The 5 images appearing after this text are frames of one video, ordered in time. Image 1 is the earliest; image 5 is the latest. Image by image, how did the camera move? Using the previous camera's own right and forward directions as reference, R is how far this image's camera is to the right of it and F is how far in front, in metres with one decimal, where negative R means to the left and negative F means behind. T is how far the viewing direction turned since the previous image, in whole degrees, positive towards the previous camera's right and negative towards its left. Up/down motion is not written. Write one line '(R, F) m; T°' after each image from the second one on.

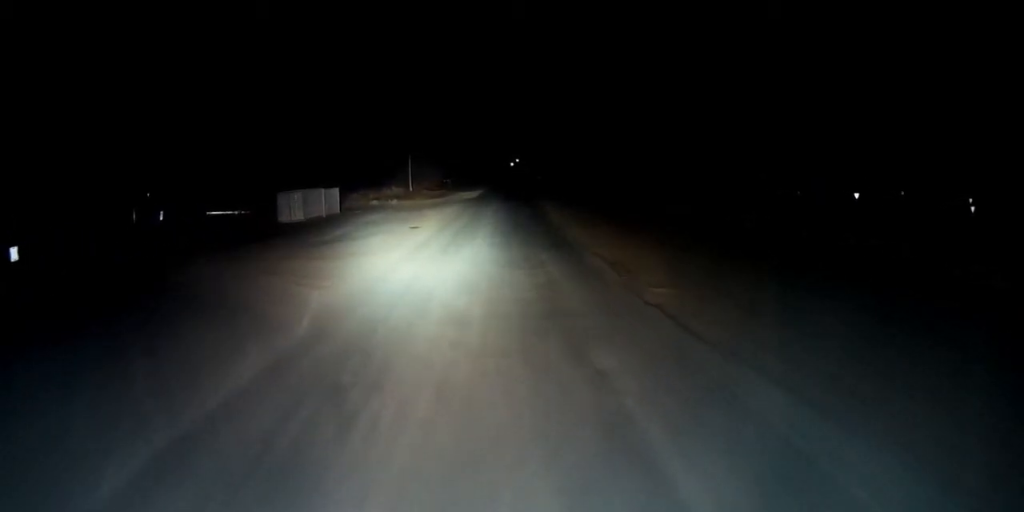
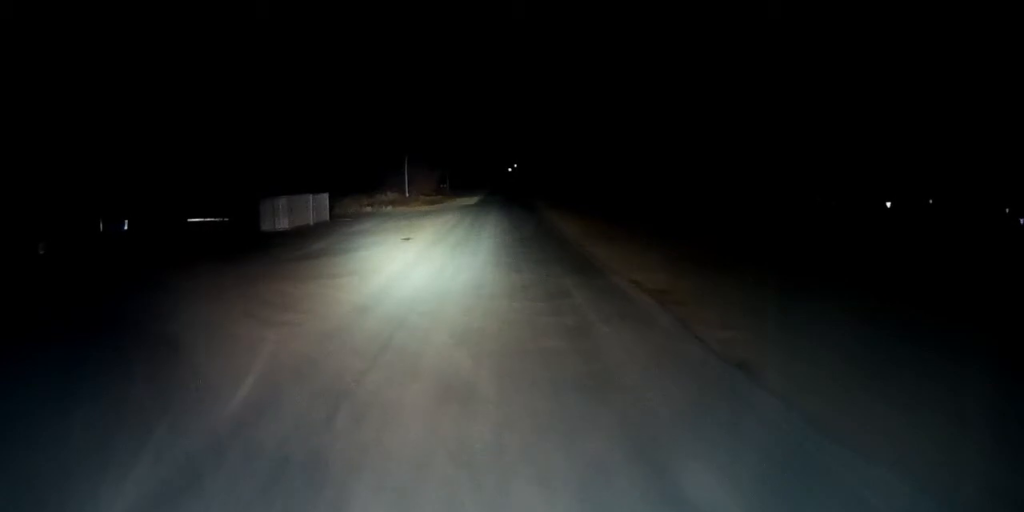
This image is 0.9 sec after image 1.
(0.0, +5.2) m; 0°
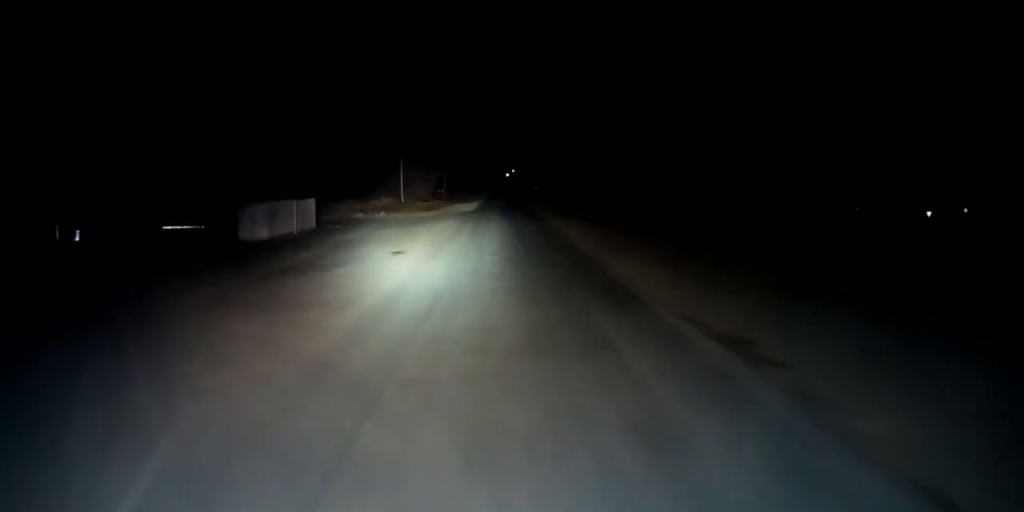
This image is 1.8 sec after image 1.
(0.0, +5.7) m; 0°
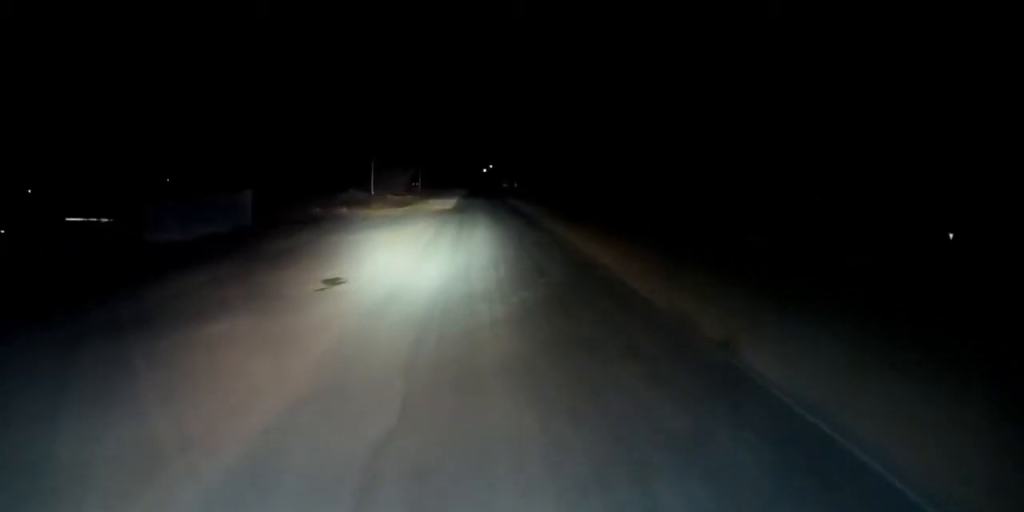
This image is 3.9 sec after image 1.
(+0.3, +14.1) m; +3°
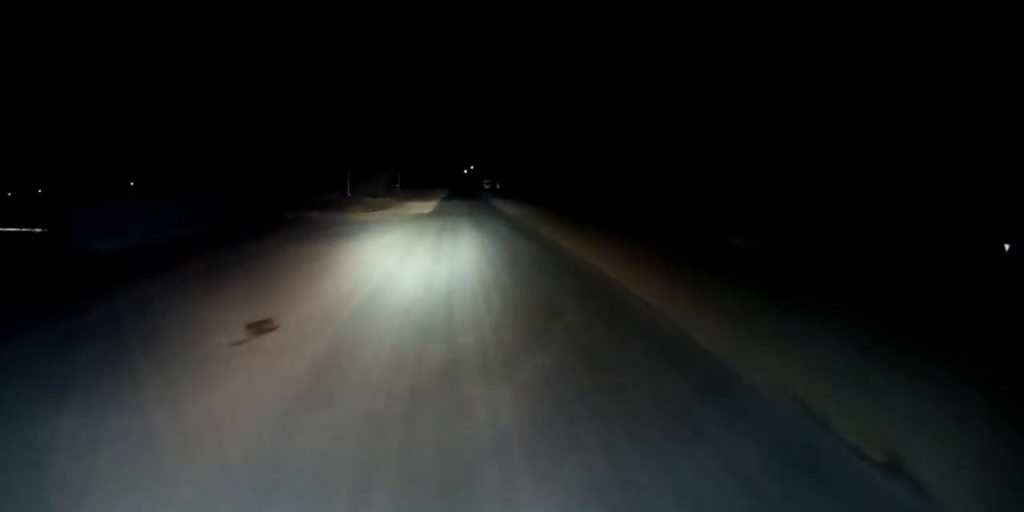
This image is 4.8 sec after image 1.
(+0.1, +6.8) m; +2°
